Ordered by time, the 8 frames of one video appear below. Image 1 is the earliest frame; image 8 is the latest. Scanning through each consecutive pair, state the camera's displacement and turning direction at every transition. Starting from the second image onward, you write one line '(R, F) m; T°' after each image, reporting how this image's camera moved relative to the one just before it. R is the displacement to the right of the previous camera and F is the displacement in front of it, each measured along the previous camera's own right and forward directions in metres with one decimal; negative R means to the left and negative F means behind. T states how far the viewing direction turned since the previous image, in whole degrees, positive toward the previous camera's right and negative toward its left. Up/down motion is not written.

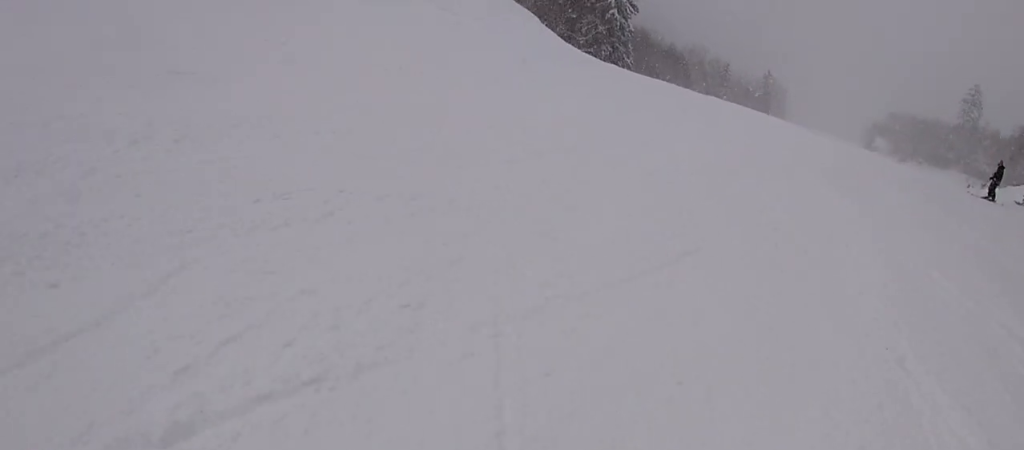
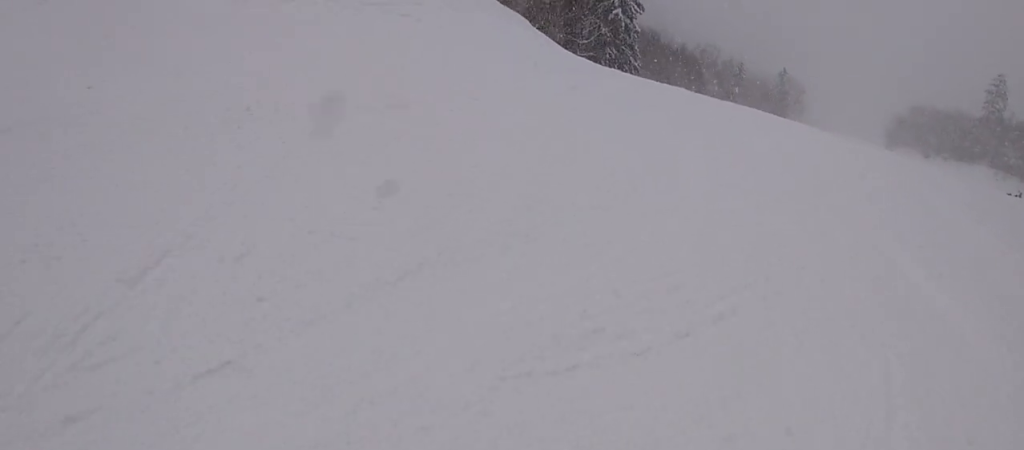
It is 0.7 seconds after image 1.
(-0.5, +4.7) m; -8°
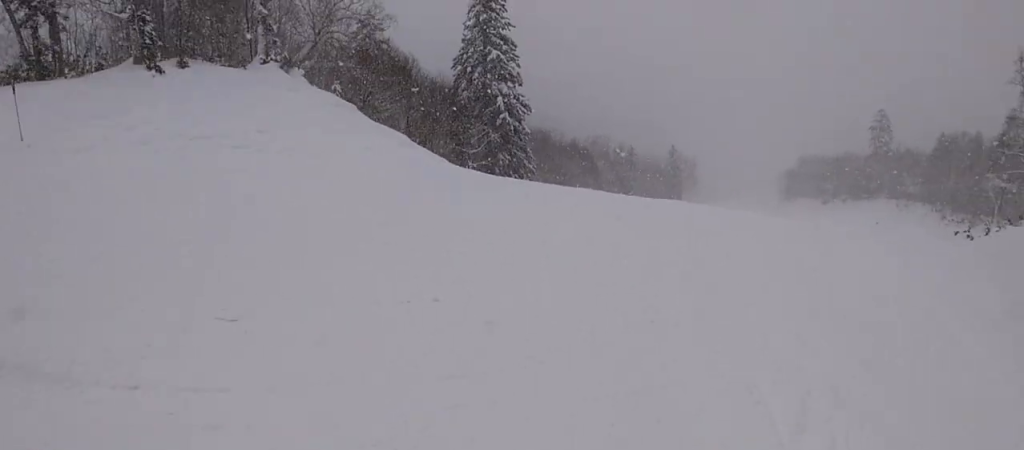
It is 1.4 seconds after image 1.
(-1.0, +5.3) m; +8°
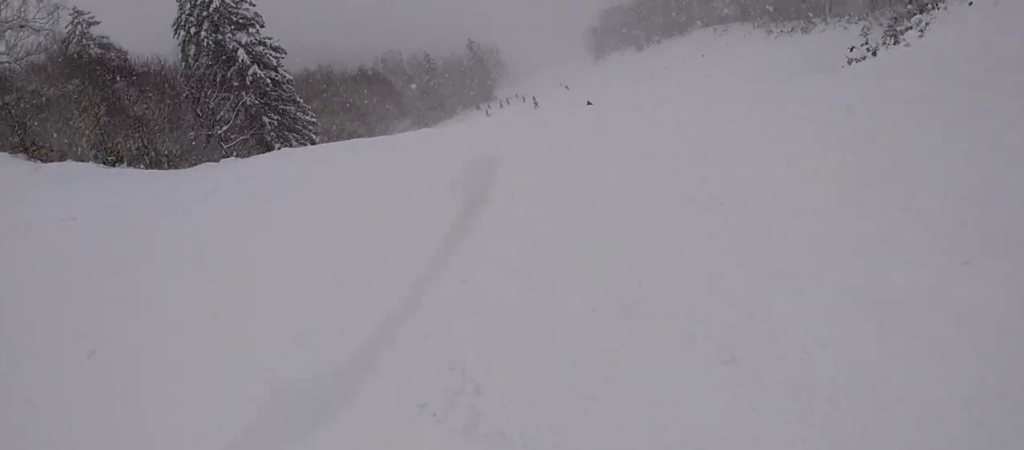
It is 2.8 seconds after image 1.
(+2.4, +8.0) m; +9°
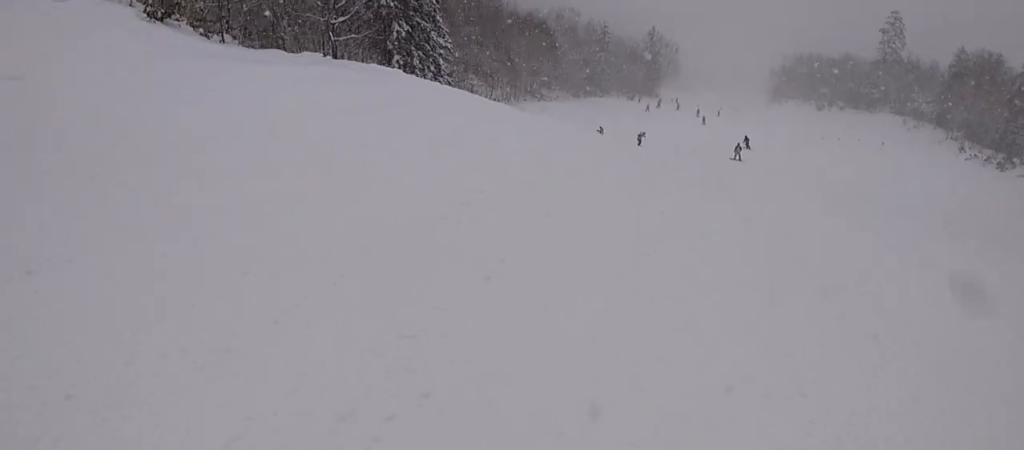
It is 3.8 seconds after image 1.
(-0.7, +5.6) m; -8°
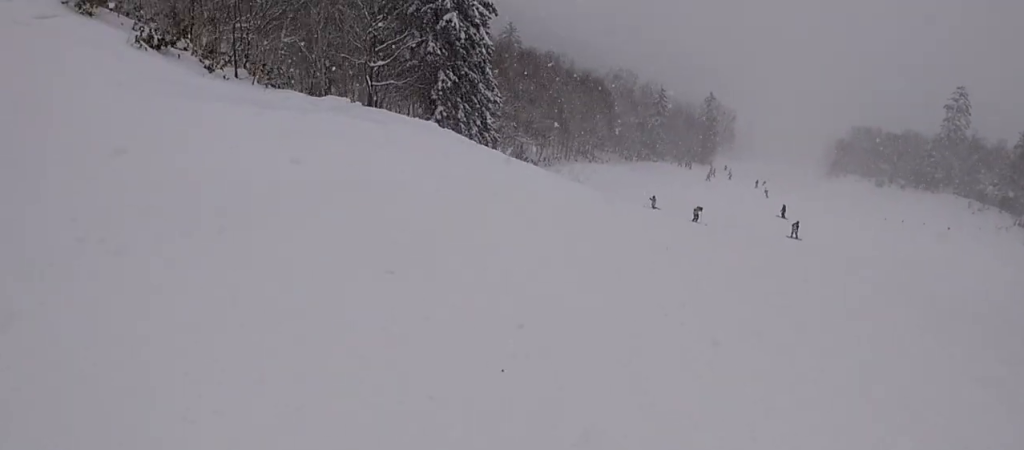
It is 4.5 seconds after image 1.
(-0.1, +3.8) m; -1°
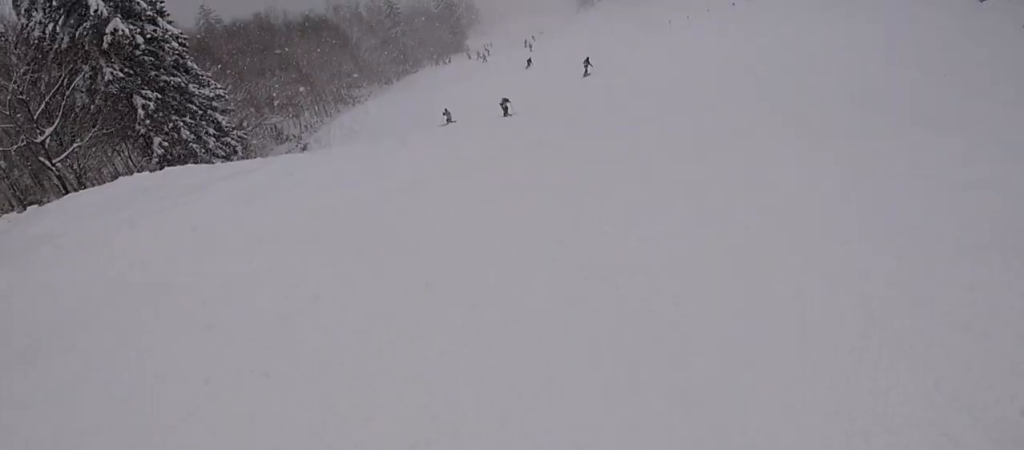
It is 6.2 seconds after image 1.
(+0.4, +8.4) m; +15°
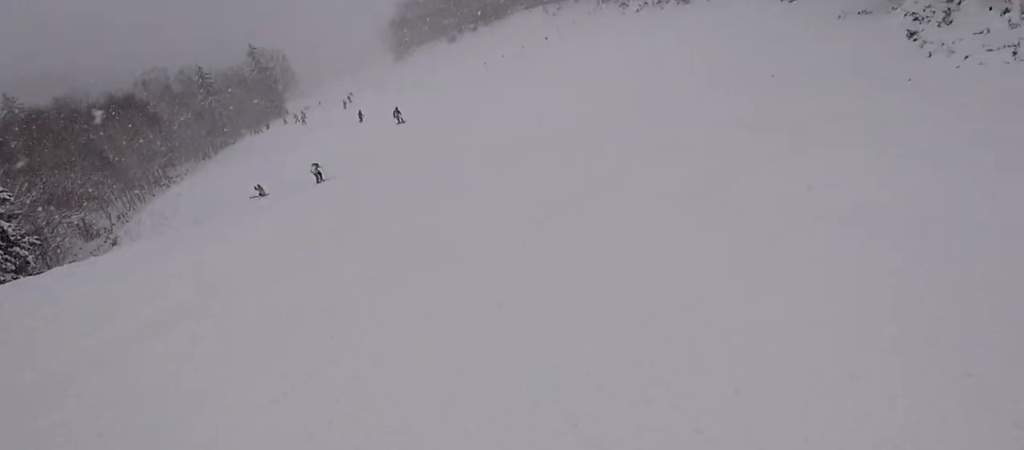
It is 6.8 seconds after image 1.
(+0.3, +2.8) m; +9°
